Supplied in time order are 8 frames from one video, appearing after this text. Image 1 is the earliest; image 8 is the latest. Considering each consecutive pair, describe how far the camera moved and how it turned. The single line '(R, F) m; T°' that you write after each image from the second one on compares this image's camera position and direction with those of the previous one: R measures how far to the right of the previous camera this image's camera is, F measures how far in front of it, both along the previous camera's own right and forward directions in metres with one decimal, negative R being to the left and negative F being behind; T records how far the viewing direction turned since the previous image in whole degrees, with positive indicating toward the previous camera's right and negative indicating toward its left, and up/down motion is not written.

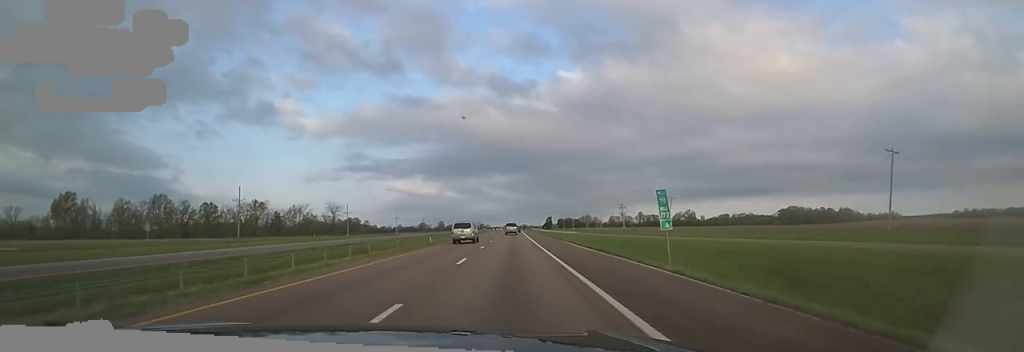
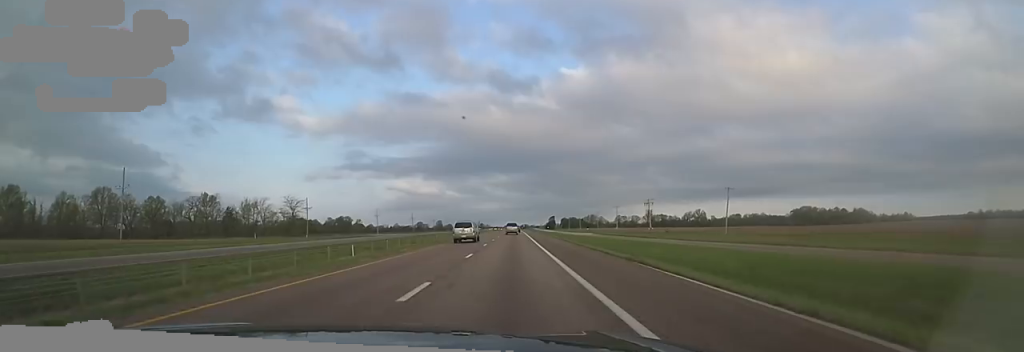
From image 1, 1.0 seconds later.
(+0.7, +33.2) m; +2°
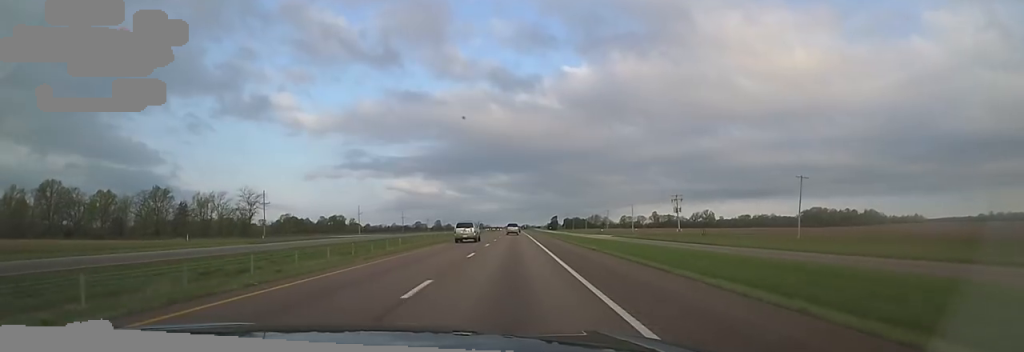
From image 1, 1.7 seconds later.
(+0.2, +25.0) m; 0°
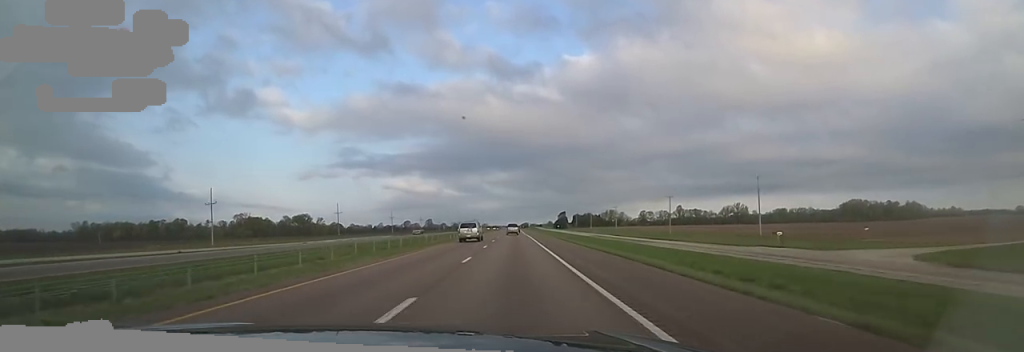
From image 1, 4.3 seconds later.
(+0.4, +88.7) m; 0°
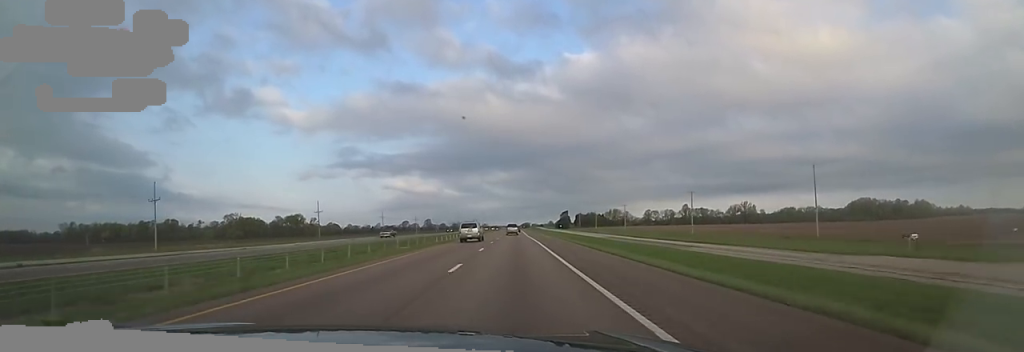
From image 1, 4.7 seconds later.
(-0.7, +16.1) m; -1°
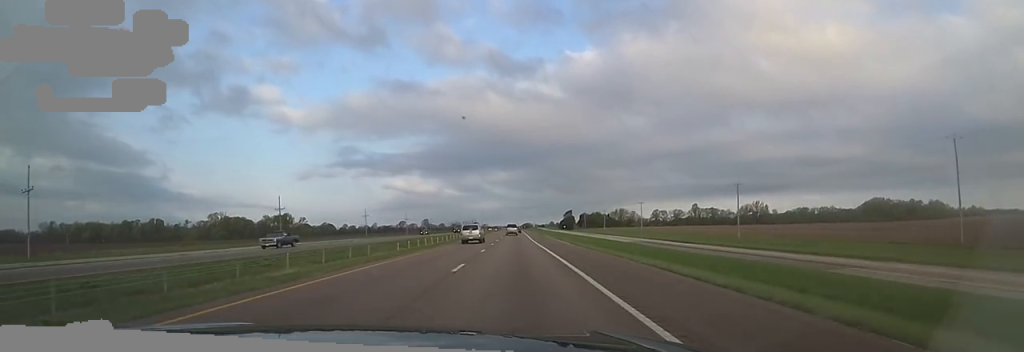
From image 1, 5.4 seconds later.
(-0.4, +23.8) m; -1°
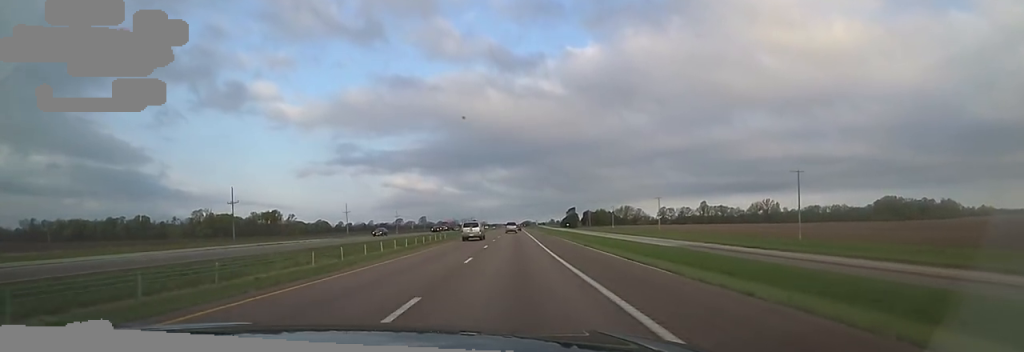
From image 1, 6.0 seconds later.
(+0.3, +20.0) m; 0°
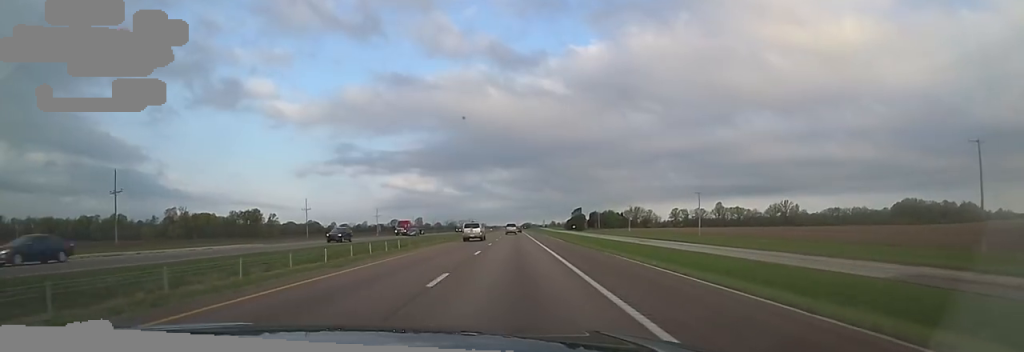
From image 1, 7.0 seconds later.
(-0.1, +31.3) m; +1°
